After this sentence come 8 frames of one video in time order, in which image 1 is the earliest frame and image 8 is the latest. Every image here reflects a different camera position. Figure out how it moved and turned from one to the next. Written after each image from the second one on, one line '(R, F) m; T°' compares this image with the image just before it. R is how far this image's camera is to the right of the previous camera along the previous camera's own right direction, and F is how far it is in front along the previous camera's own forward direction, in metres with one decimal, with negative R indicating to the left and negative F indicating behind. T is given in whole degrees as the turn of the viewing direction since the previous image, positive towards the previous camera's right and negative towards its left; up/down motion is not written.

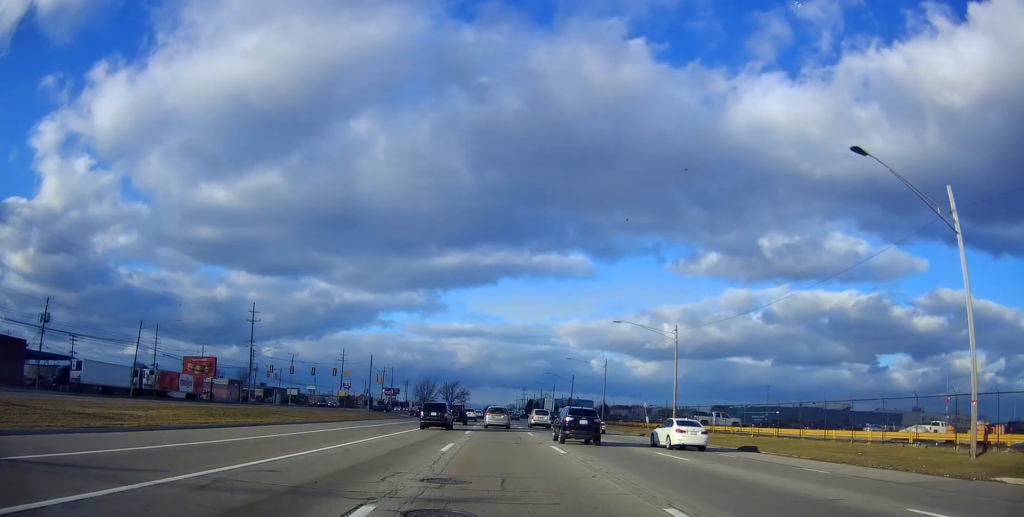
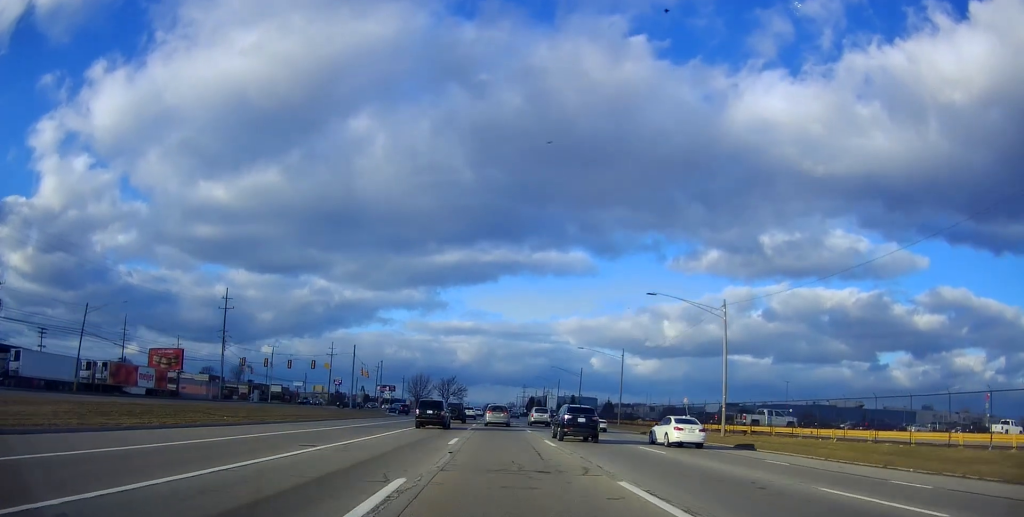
(0.0, +12.3) m; 0°
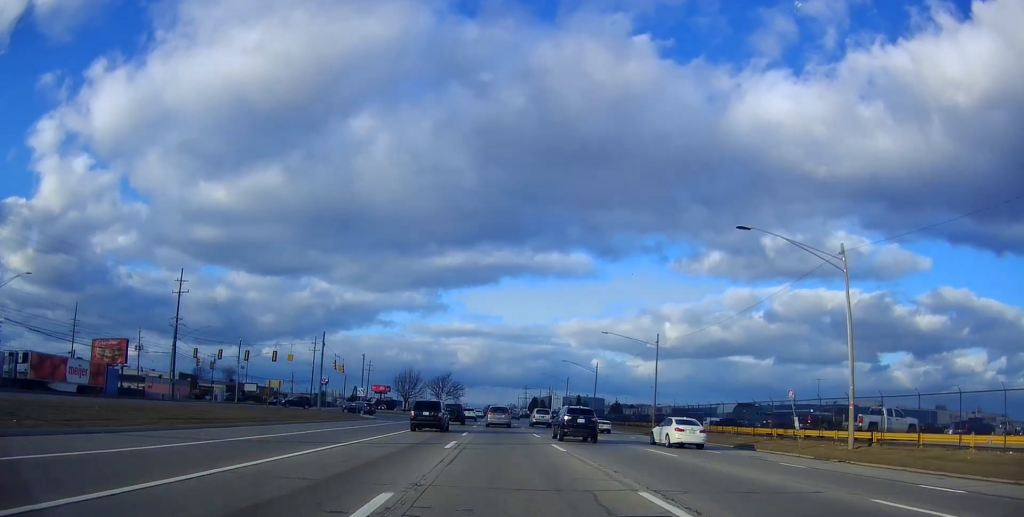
(0.0, +16.8) m; 0°
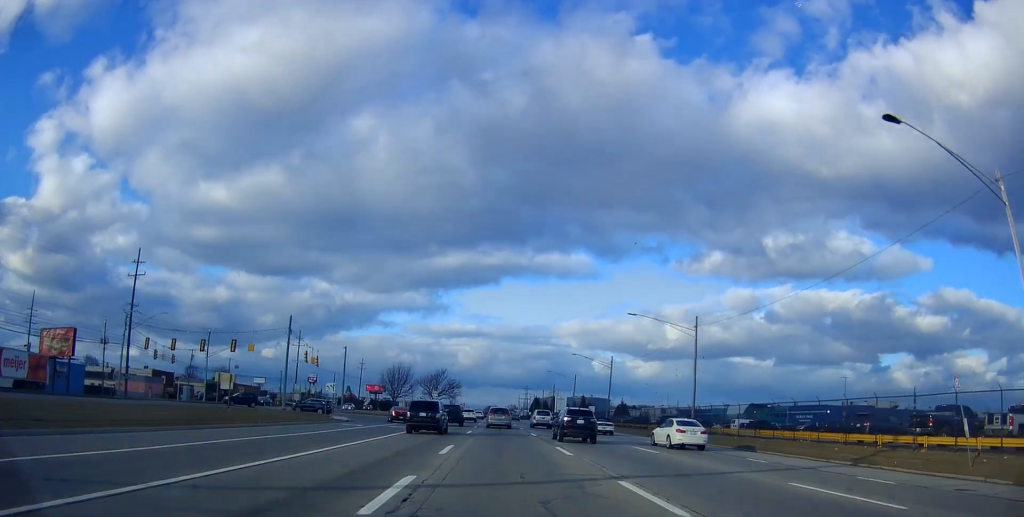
(0.0, +12.5) m; 0°
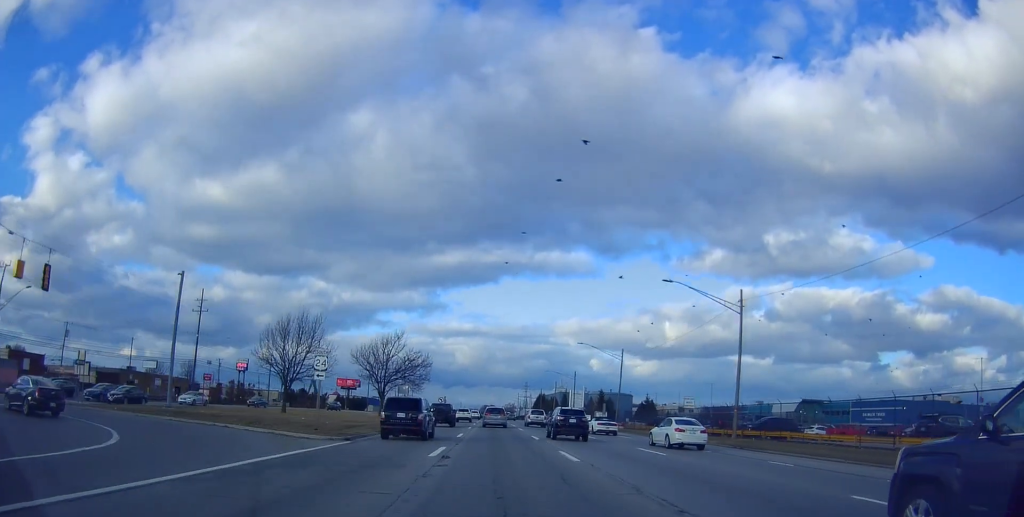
(+0.8, +48.3) m; +1°
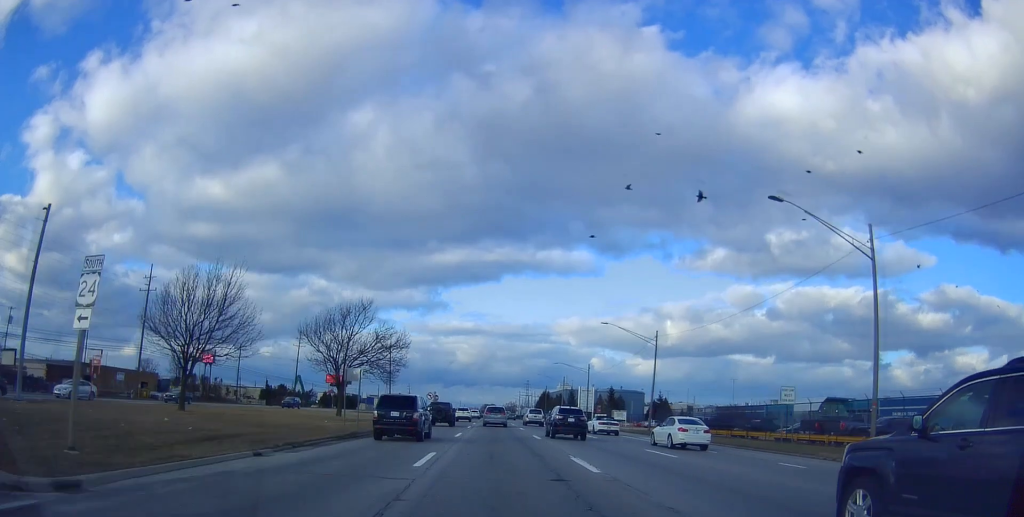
(-0.3, +16.1) m; -1°
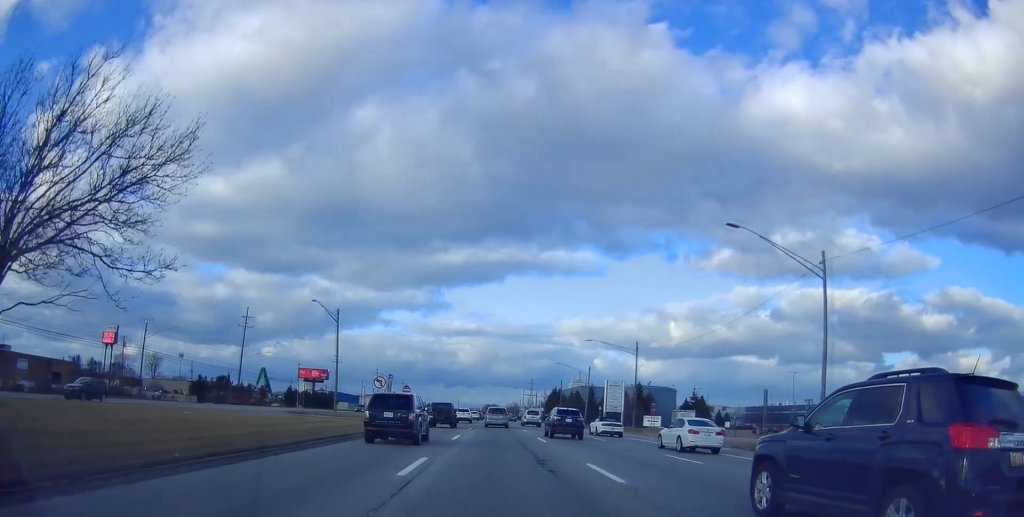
(+0.4, +33.2) m; +3°
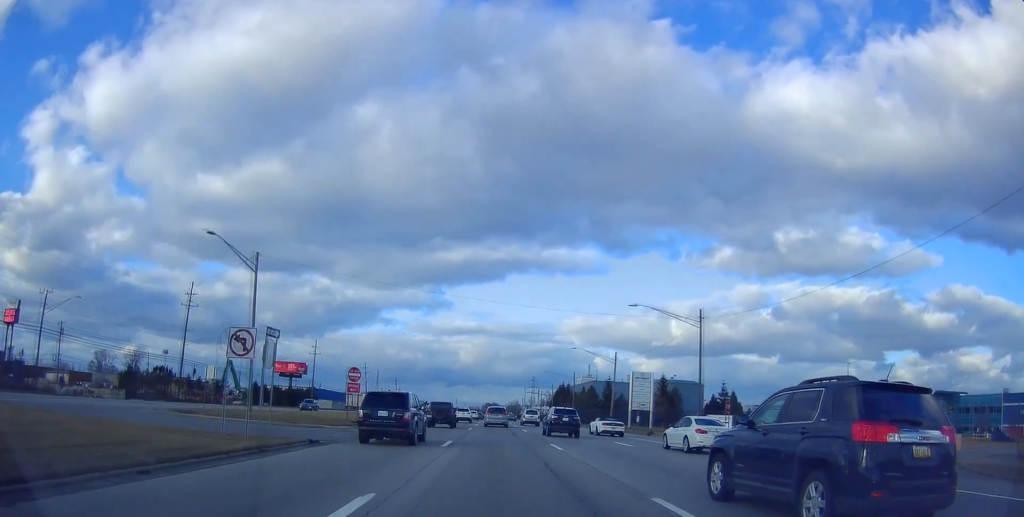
(+0.5, +22.3) m; +1°
